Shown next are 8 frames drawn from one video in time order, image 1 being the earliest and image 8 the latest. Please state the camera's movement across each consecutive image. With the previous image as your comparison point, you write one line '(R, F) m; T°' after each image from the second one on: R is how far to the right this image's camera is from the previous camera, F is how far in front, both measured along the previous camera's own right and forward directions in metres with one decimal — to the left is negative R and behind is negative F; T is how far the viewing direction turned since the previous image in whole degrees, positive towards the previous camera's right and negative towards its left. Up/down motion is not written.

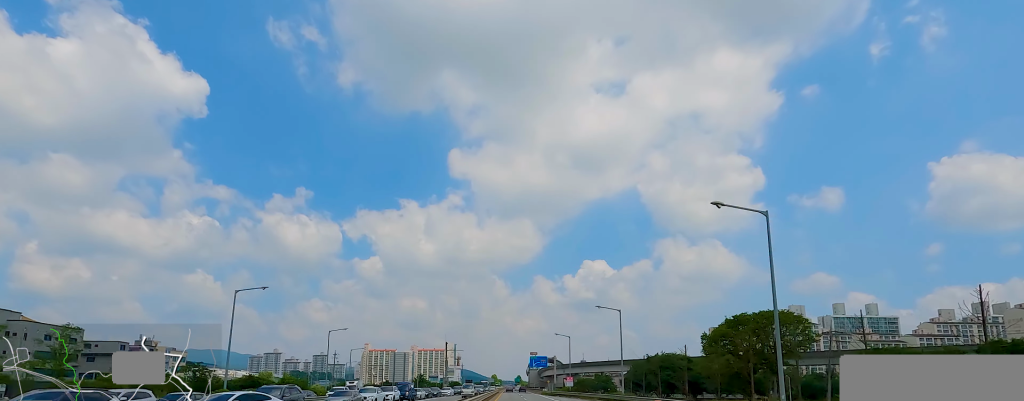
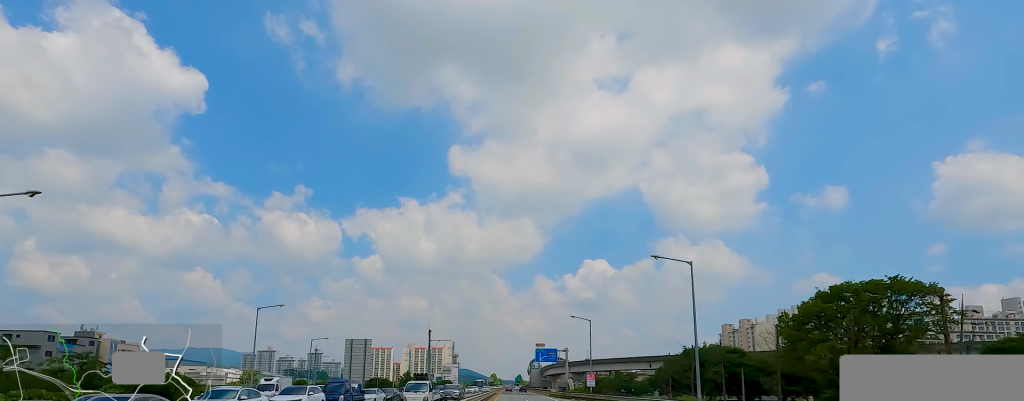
(-0.5, +23.0) m; -5°
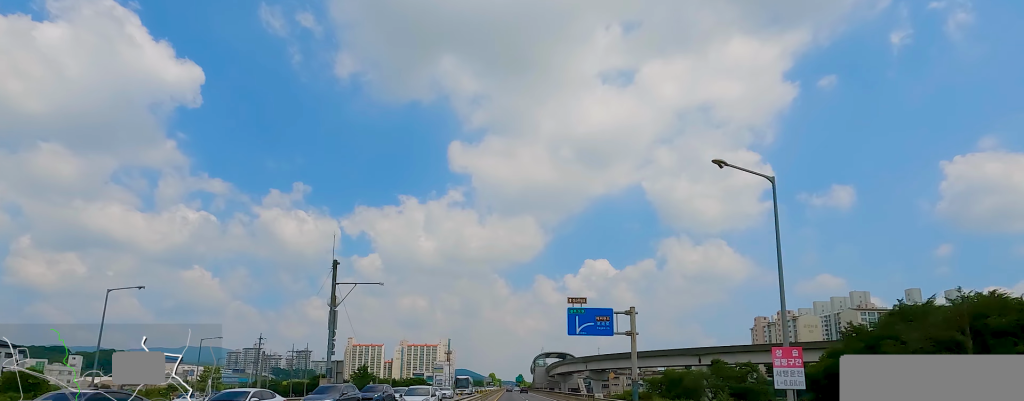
(-2.8, +47.4) m; -1°
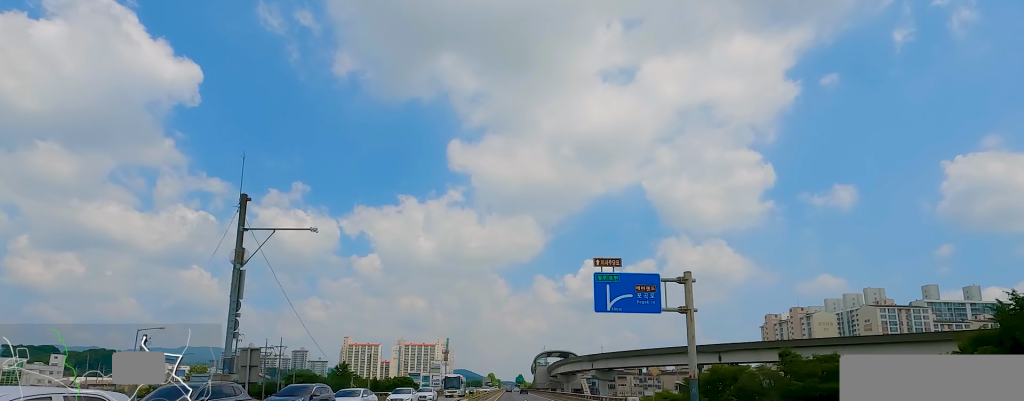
(+0.1, +13.2) m; +1°
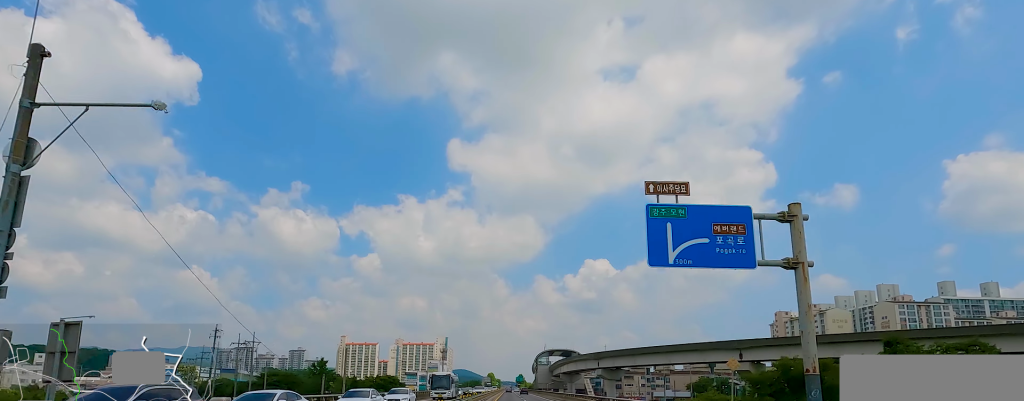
(+0.6, +11.0) m; 0°
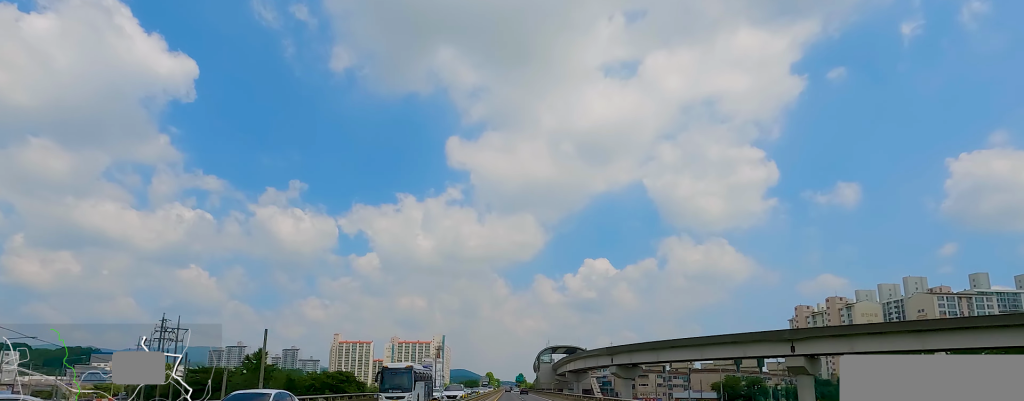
(-0.5, +20.7) m; 0°
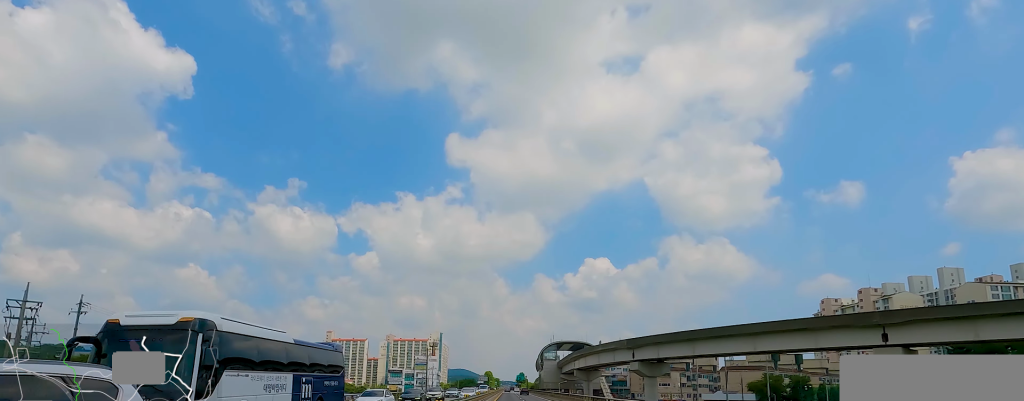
(+0.3, +22.5) m; 0°
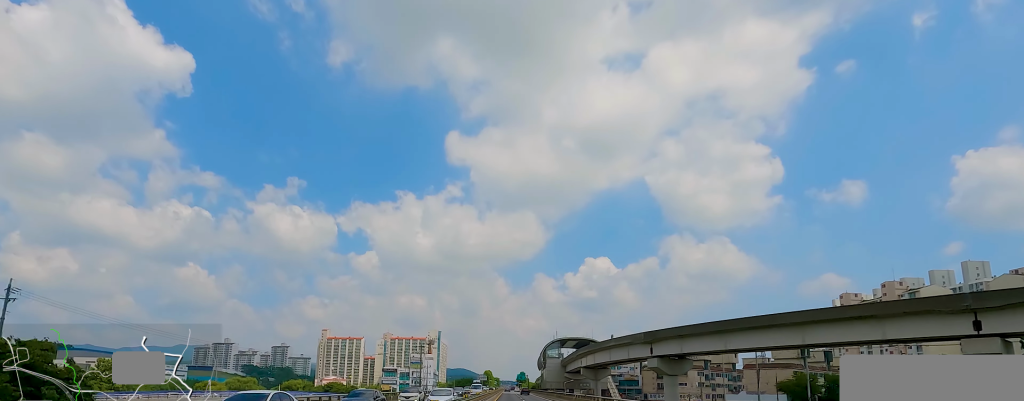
(0.0, +13.5) m; 0°
